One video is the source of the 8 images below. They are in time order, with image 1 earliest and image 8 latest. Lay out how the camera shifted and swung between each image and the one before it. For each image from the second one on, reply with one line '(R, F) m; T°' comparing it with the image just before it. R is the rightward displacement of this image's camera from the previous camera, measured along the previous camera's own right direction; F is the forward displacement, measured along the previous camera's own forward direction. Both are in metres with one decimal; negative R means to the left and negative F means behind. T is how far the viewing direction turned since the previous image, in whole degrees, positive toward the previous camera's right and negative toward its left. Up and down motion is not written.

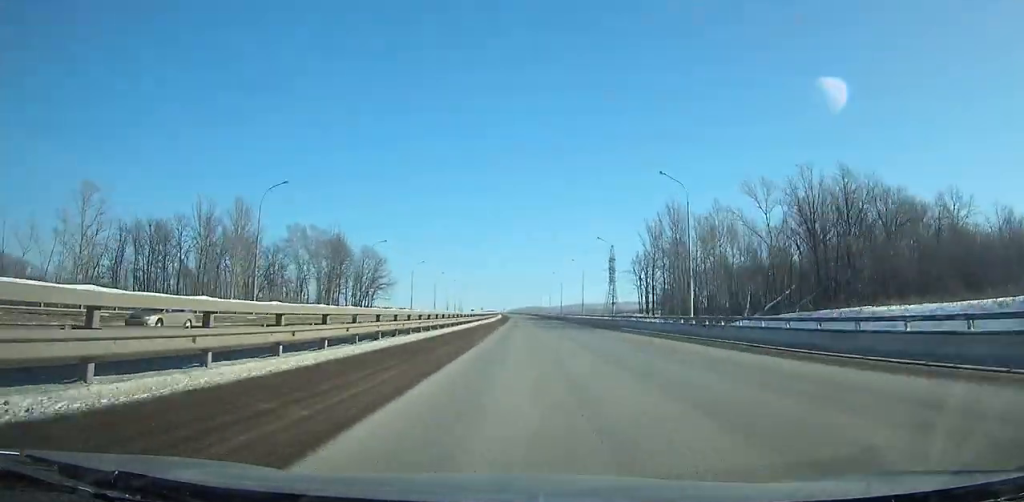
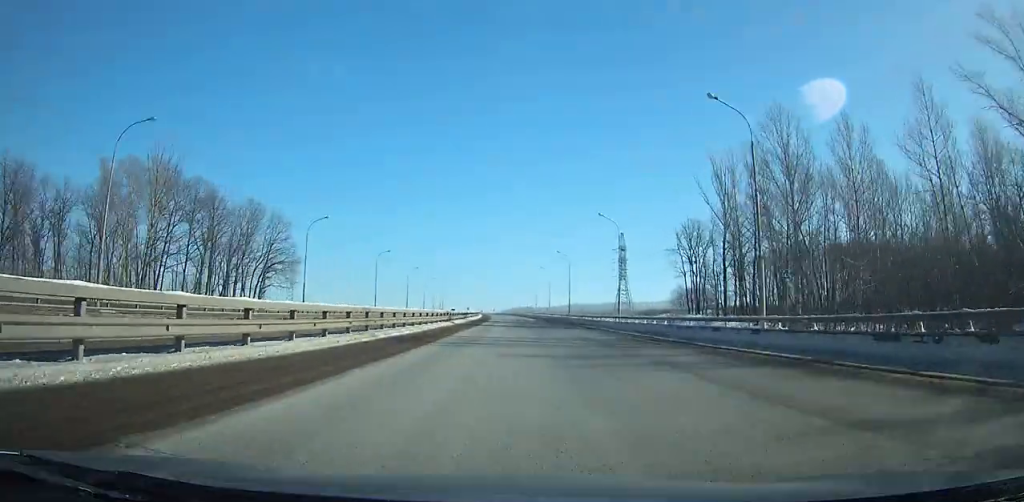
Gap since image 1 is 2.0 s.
(+0.2, +57.7) m; 0°
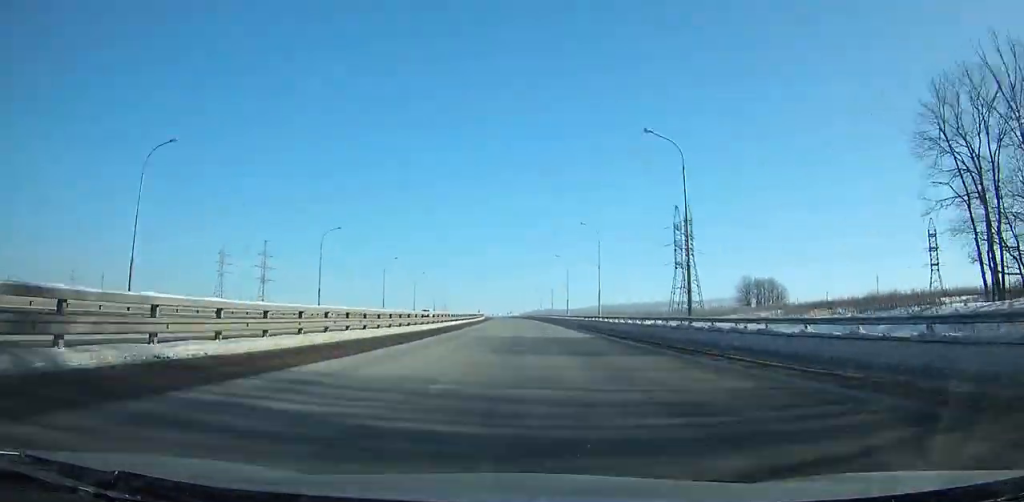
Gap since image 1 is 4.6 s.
(+0.3, +74.3) m; -1°
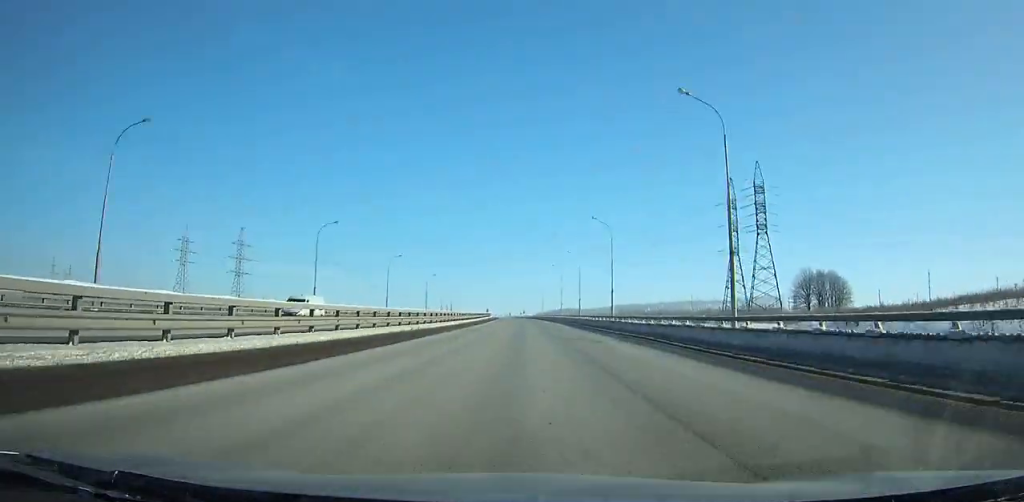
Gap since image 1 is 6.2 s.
(-1.1, +45.0) m; -1°
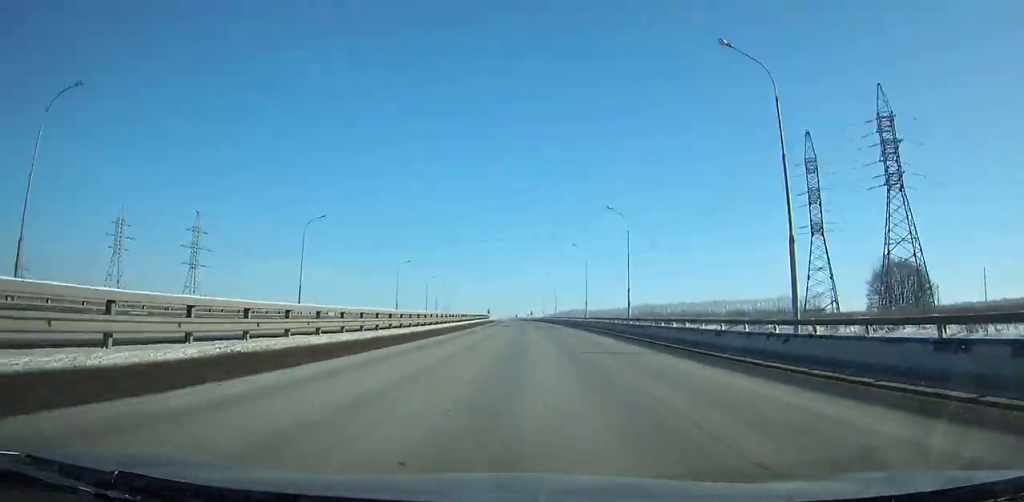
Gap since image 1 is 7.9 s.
(-0.5, +47.5) m; -1°
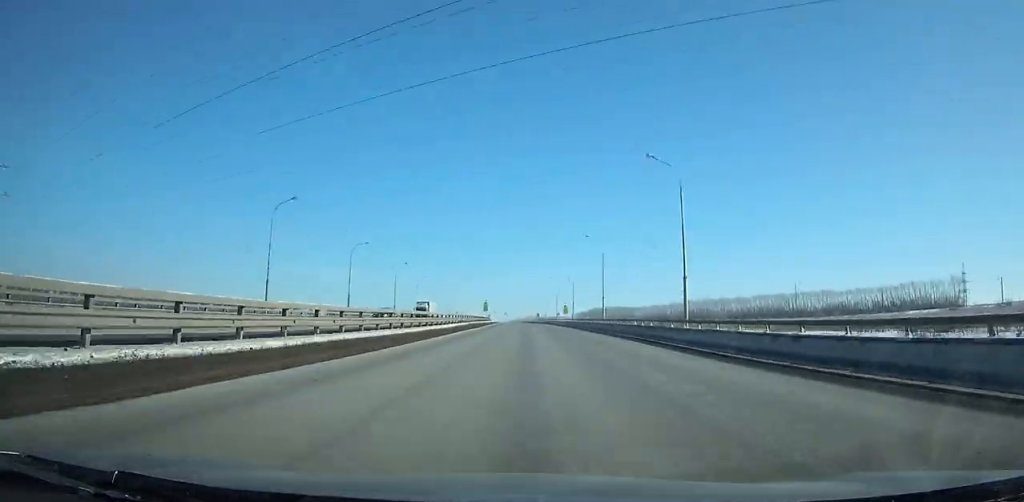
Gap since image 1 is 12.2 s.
(-2.4, +118.5) m; -2°
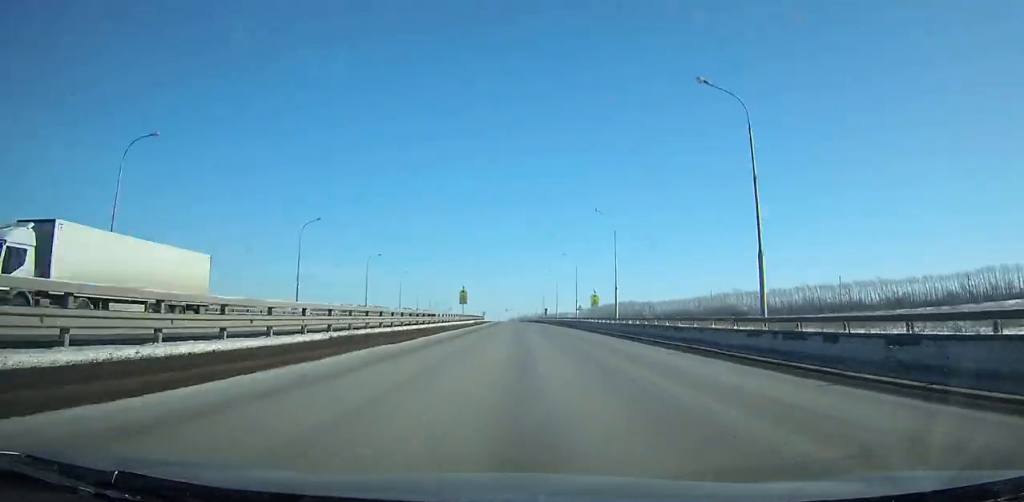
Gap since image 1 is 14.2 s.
(-0.4, +54.6) m; -1°
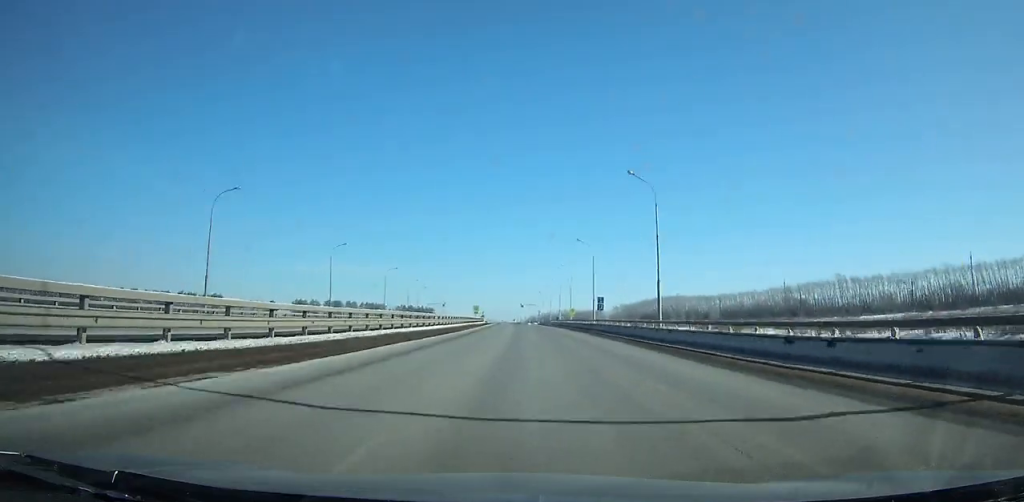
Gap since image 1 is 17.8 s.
(-1.3, +98.0) m; -2°
